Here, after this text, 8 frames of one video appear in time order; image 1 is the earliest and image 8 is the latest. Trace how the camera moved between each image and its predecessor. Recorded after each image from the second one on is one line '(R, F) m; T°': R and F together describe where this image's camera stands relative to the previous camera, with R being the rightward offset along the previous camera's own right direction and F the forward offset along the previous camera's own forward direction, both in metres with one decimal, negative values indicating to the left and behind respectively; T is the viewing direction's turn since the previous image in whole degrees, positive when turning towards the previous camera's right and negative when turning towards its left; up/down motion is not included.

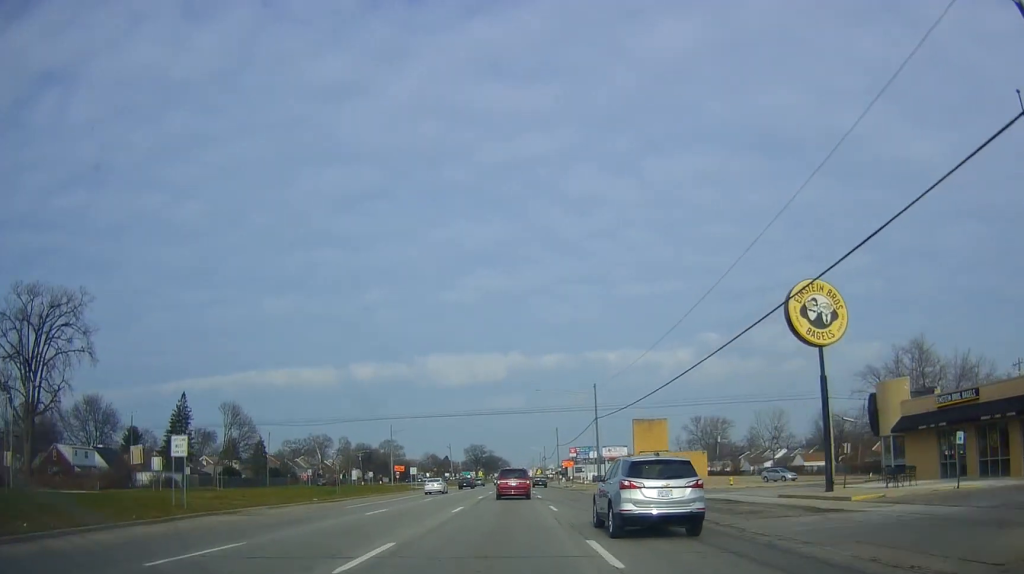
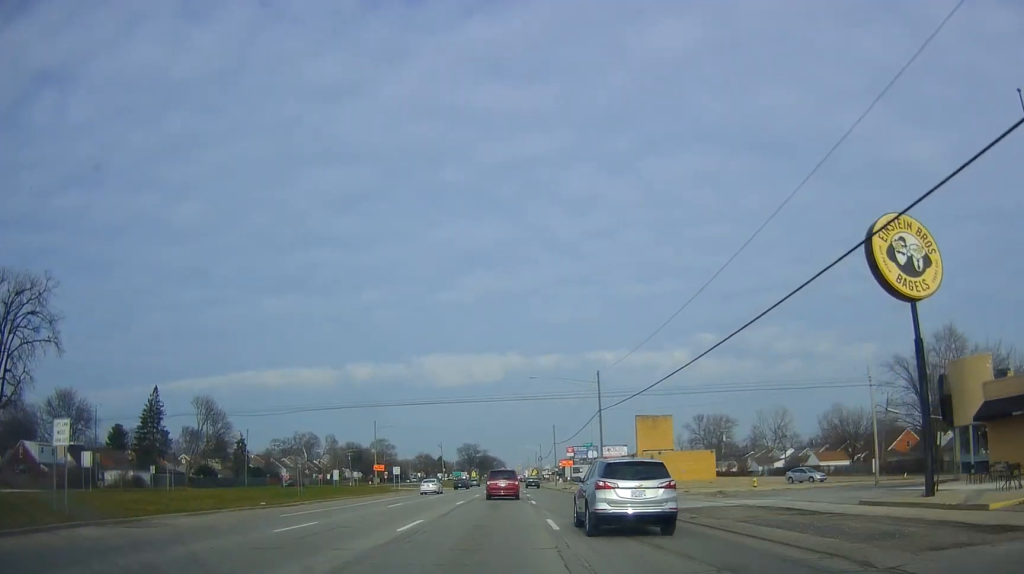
(0.0, +8.5) m; 0°
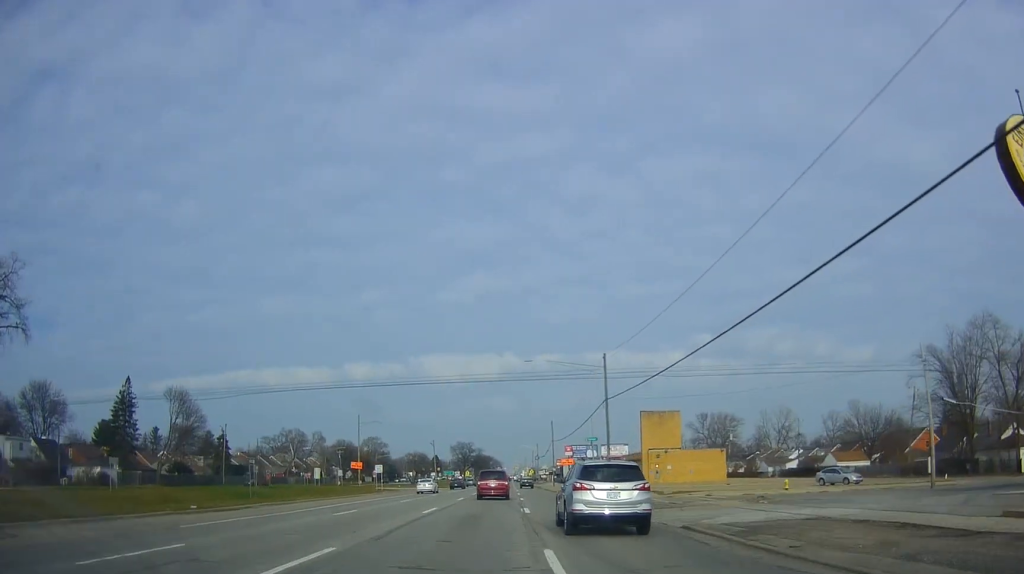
(0.0, +8.0) m; 0°
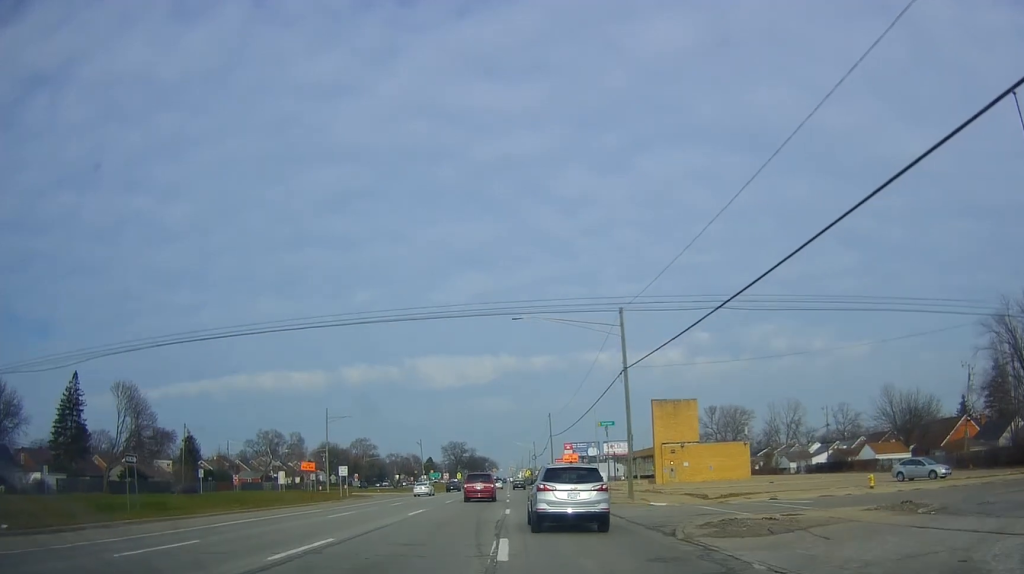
(0.0, +13.6) m; +2°
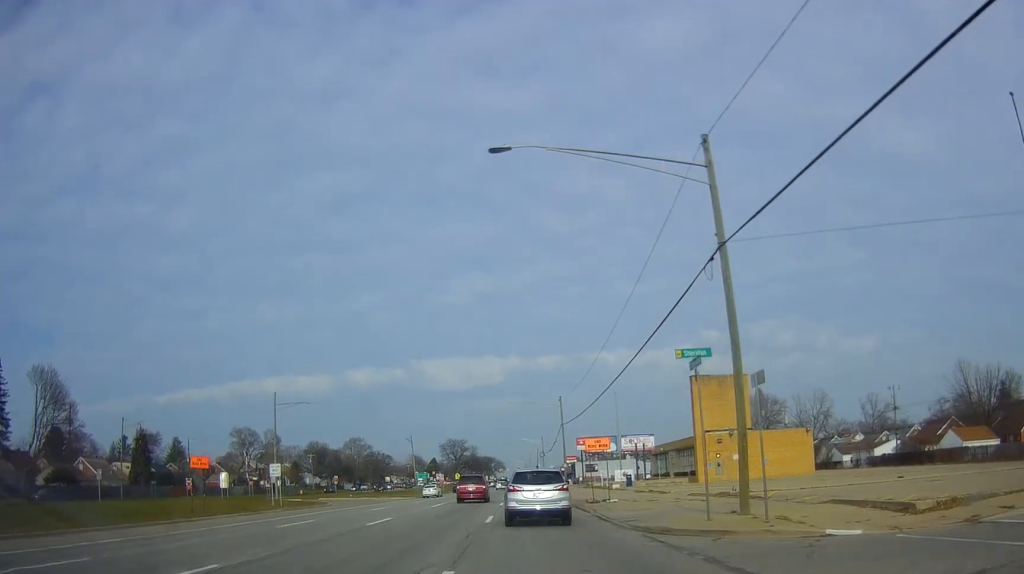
(+0.6, +19.3) m; +1°
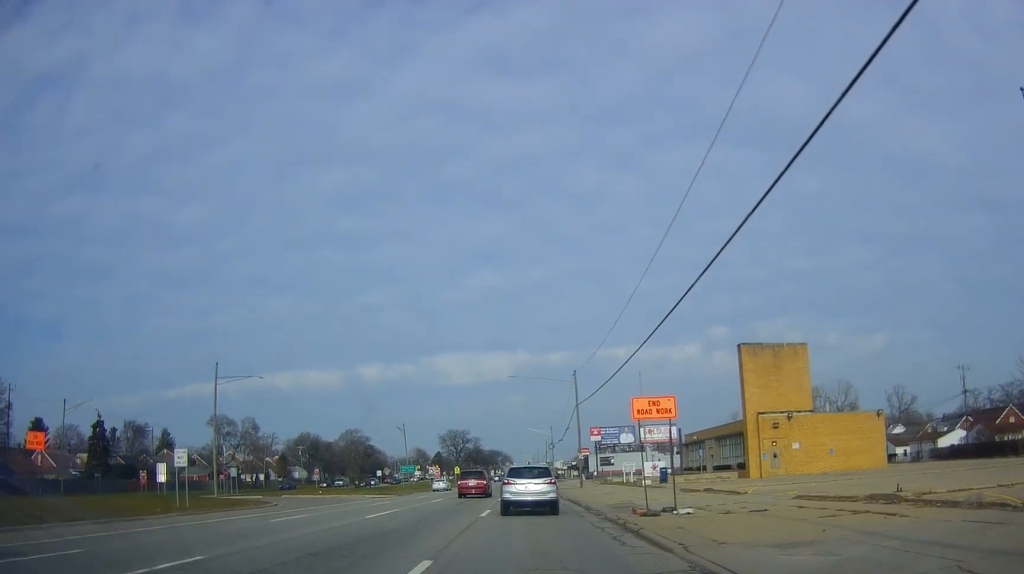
(-0.2, +14.0) m; -2°
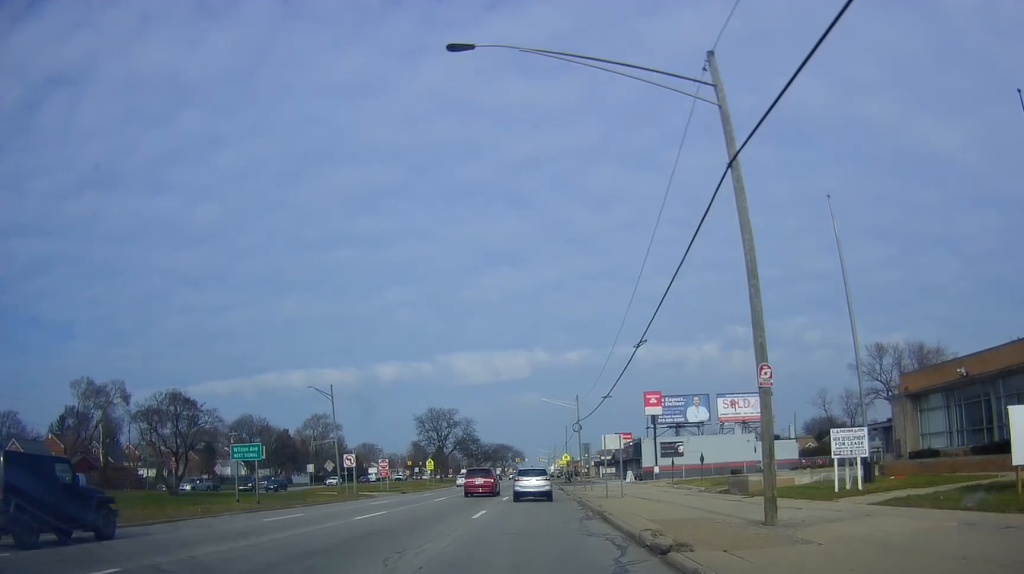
(-2.7, +46.9) m; -3°
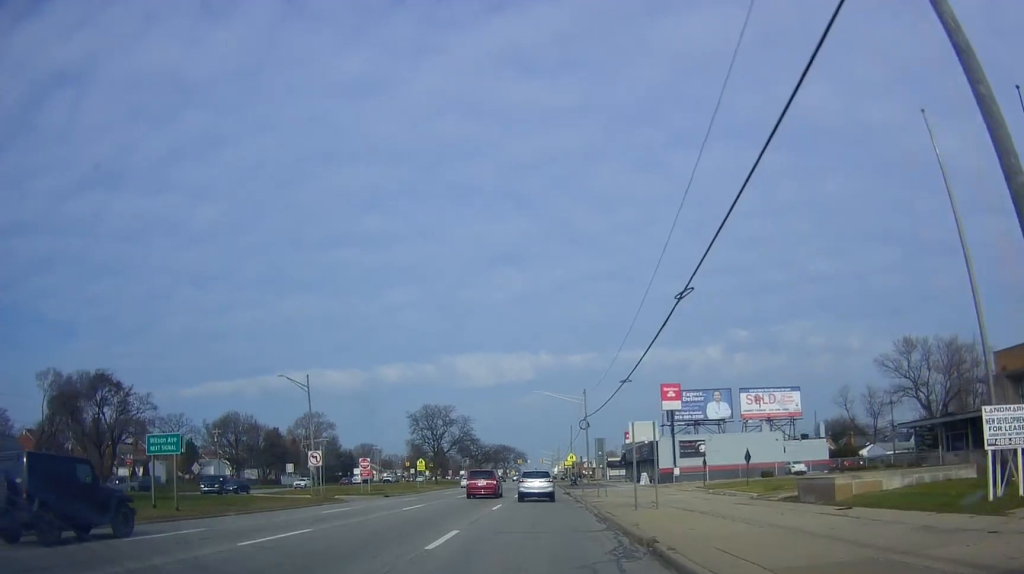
(+0.3, +8.2) m; +1°
